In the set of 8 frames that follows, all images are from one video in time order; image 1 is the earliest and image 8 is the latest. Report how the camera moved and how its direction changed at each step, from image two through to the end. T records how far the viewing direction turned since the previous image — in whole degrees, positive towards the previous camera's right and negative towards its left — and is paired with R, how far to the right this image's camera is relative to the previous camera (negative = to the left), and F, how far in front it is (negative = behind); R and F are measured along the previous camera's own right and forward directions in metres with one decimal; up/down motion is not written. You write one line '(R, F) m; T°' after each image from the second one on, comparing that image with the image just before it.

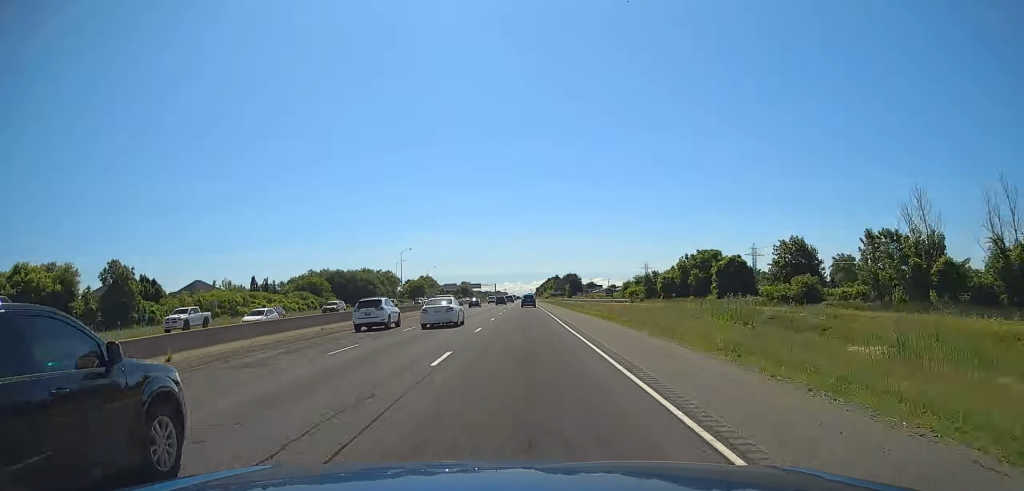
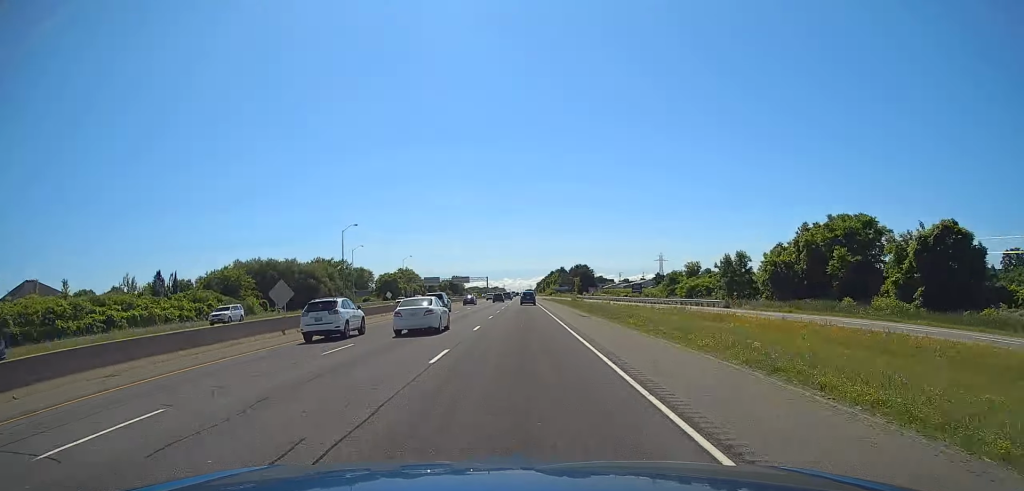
(+0.1, +71.1) m; 0°
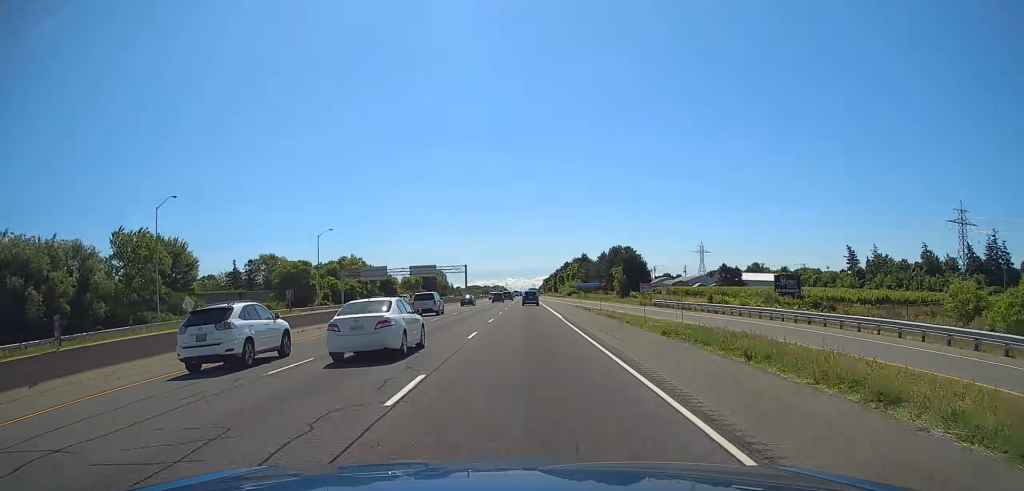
(+0.2, +89.0) m; 0°
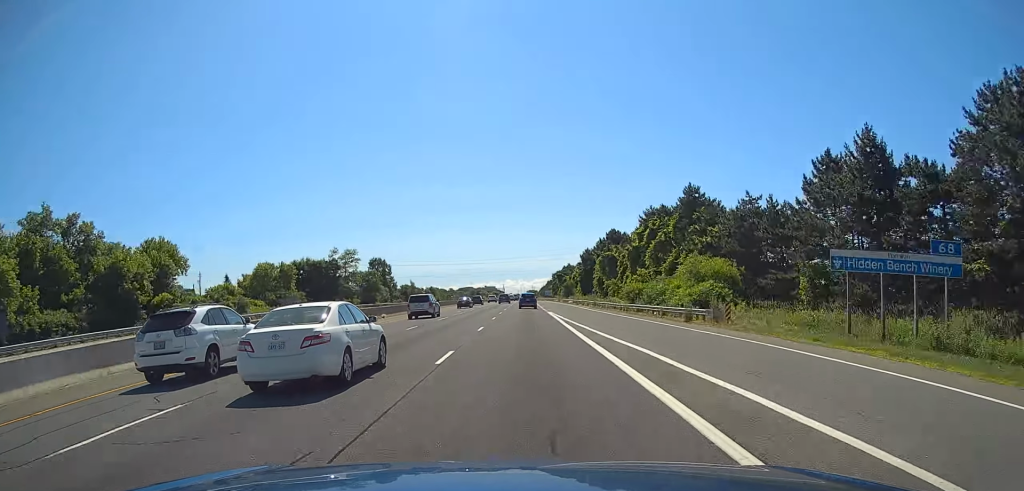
(+0.2, +100.5) m; 0°
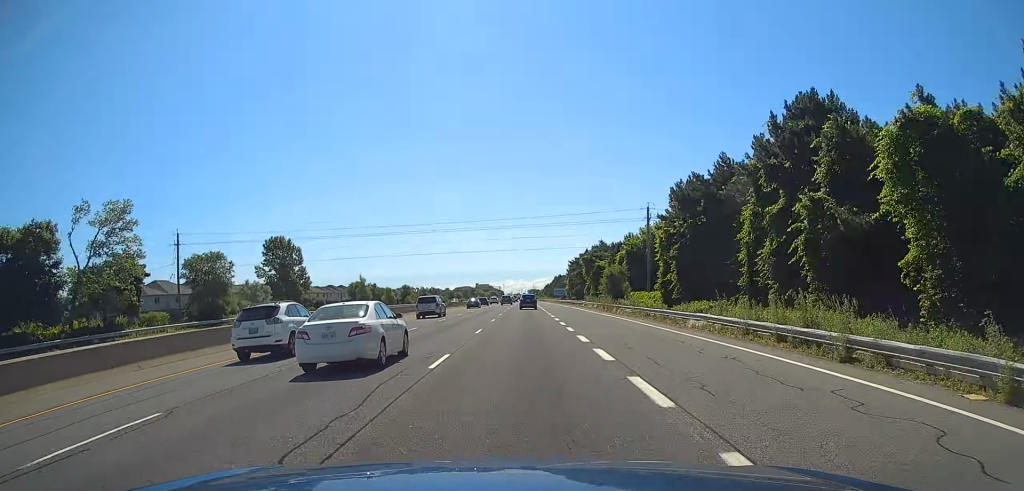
(0.0, +70.5) m; 0°
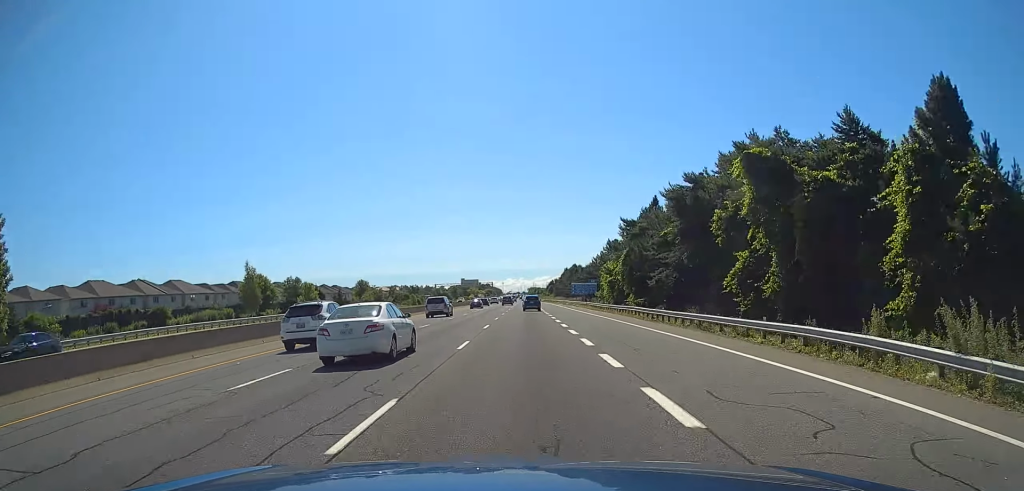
(+0.1, +71.8) m; 0°
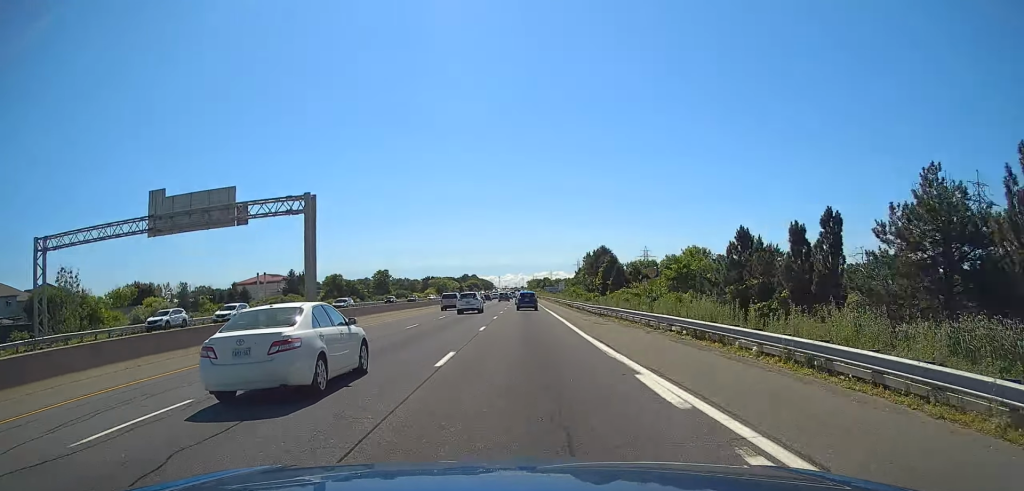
(+0.1, +212.8) m; 0°
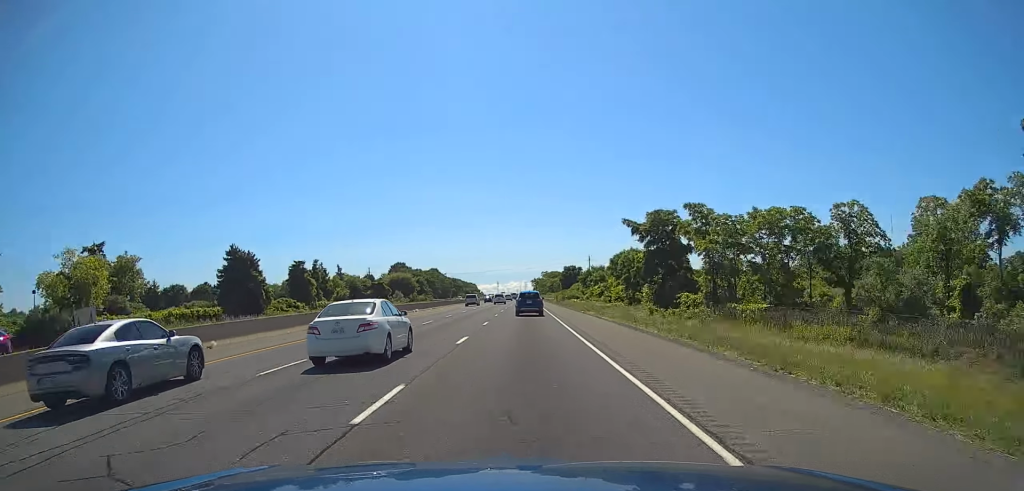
(-1.1, +337.4) m; 0°
